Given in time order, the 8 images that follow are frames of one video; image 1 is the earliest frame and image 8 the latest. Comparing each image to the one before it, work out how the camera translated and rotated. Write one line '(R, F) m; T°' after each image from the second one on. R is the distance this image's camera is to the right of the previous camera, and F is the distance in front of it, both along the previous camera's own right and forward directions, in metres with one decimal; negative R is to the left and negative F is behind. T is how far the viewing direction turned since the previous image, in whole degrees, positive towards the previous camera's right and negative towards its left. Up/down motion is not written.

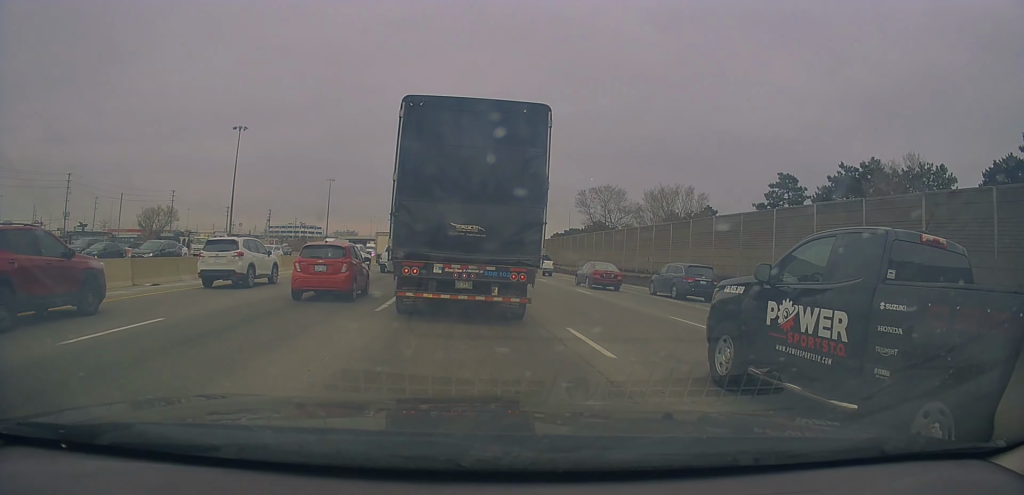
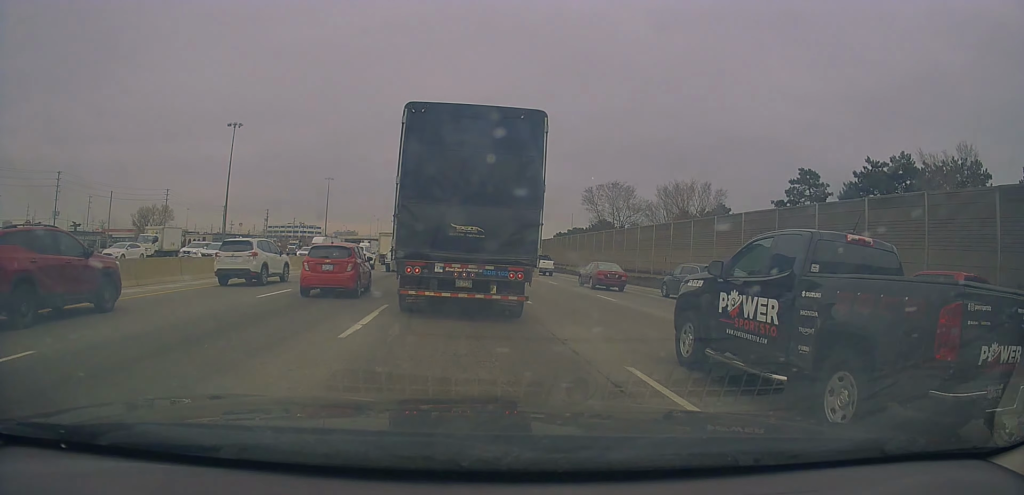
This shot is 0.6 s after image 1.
(+0.2, +3.5) m; +2°
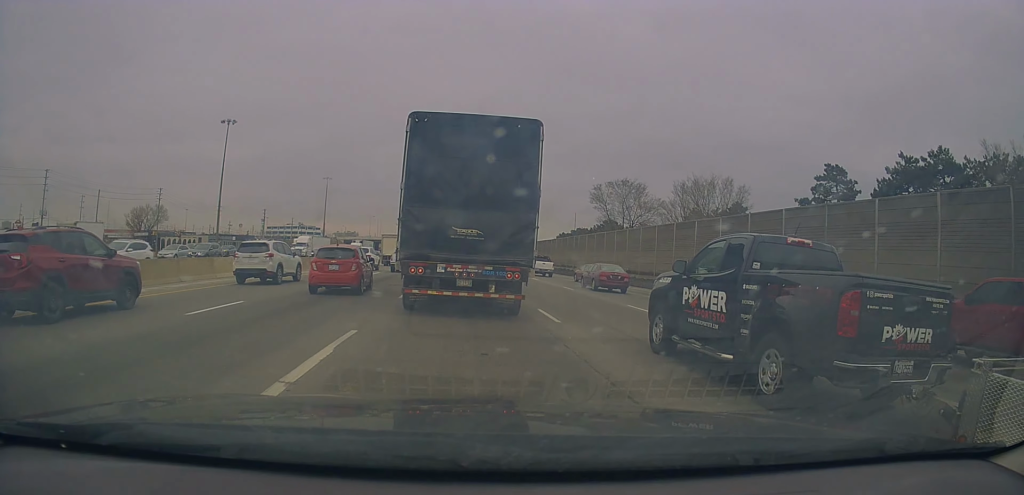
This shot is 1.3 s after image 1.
(-0.1, +4.4) m; 0°
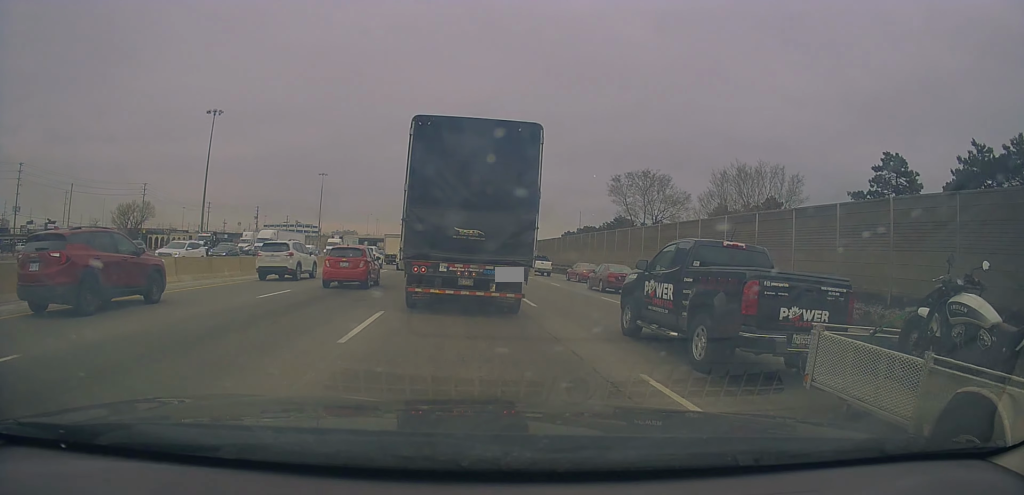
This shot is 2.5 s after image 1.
(+0.1, +7.9) m; +1°
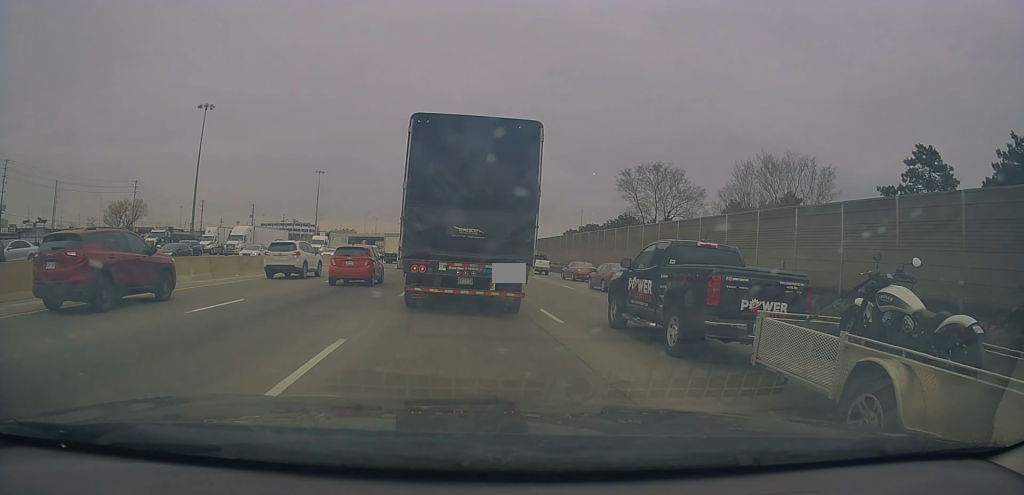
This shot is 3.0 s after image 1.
(0.0, +3.4) m; 0°
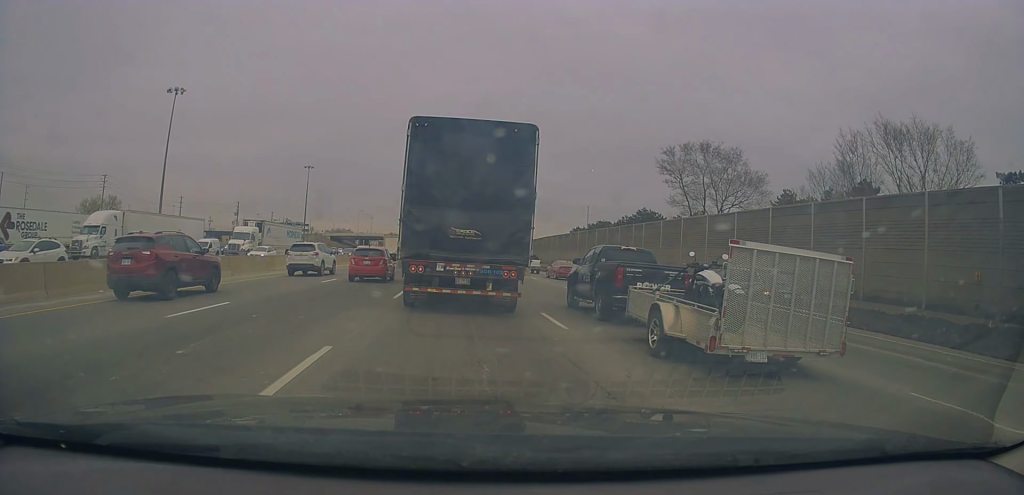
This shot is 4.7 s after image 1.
(0.0, +11.2) m; +2°
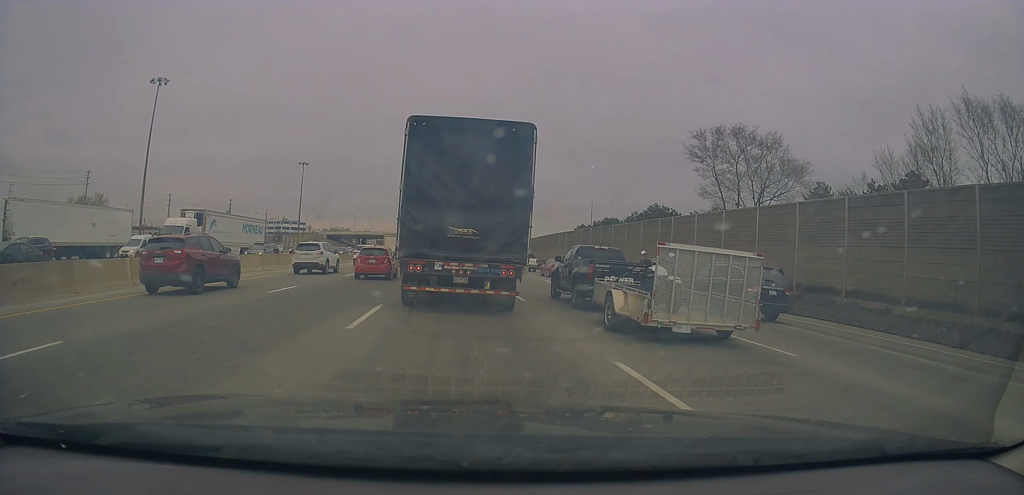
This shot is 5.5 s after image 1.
(+0.2, +5.7) m; +1°
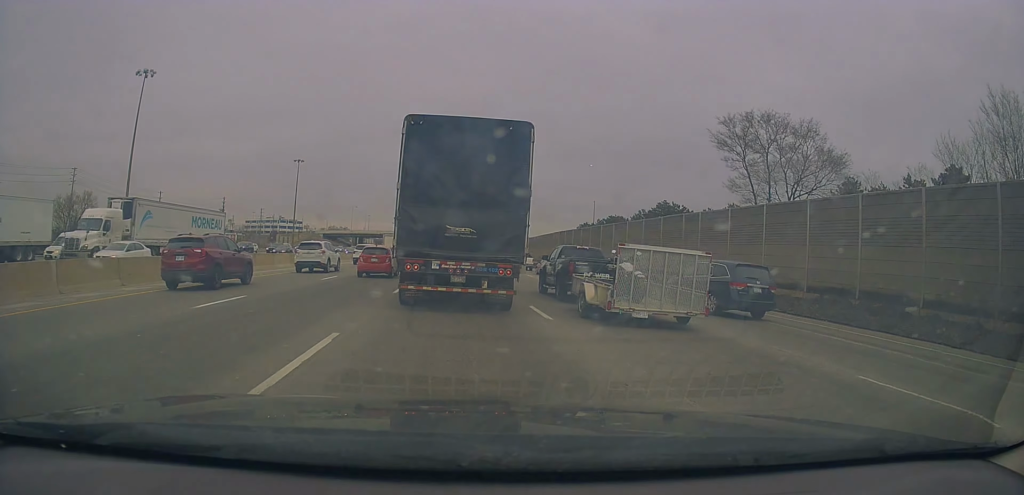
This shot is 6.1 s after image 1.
(0.0, +4.7) m; -1°
